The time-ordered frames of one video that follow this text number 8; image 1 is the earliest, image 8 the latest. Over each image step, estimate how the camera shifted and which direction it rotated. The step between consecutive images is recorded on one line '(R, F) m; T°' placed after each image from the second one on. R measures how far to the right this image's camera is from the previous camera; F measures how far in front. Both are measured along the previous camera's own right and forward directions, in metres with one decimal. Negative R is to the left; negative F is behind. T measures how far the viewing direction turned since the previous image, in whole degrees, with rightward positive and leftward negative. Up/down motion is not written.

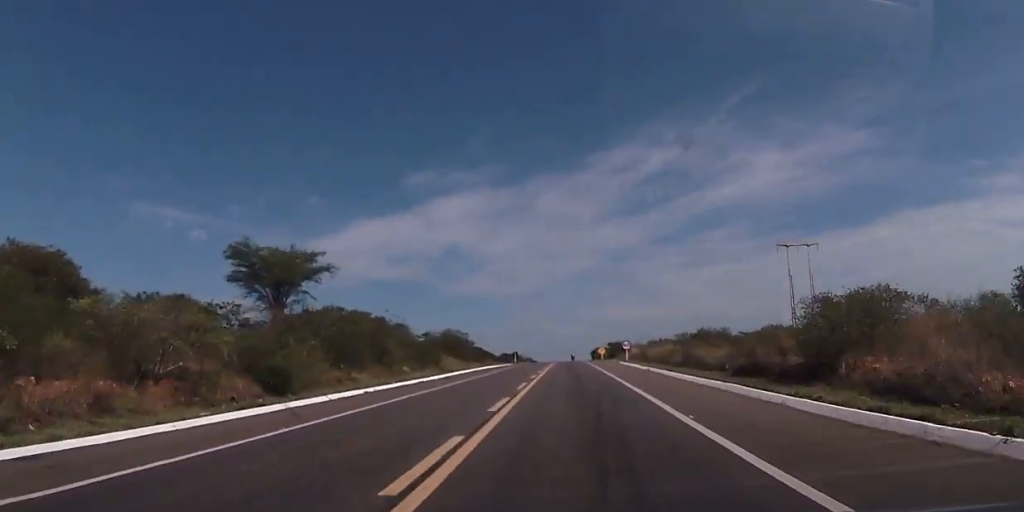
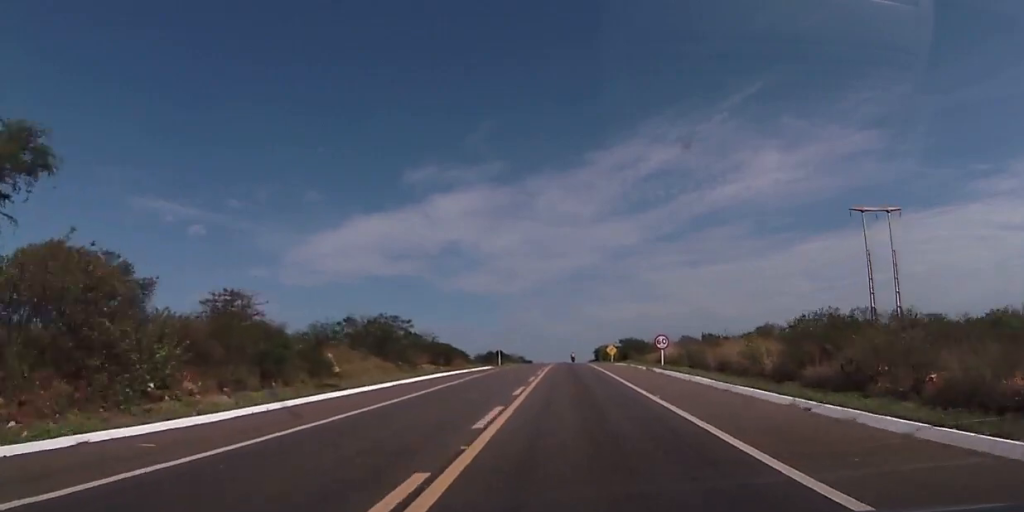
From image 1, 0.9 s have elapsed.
(-0.2, +27.9) m; +1°
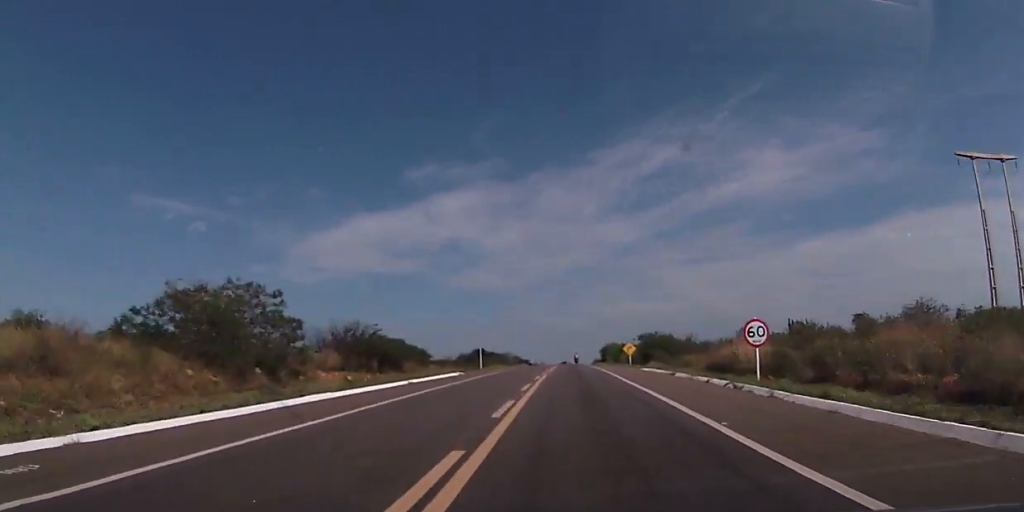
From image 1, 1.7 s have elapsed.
(+0.4, +23.3) m; 0°
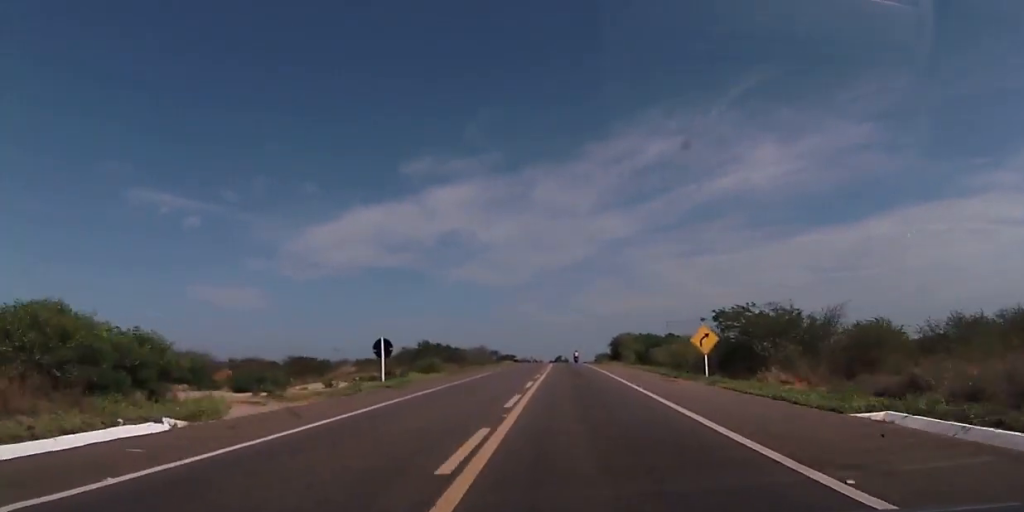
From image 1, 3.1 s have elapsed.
(-0.3, +38.7) m; 0°
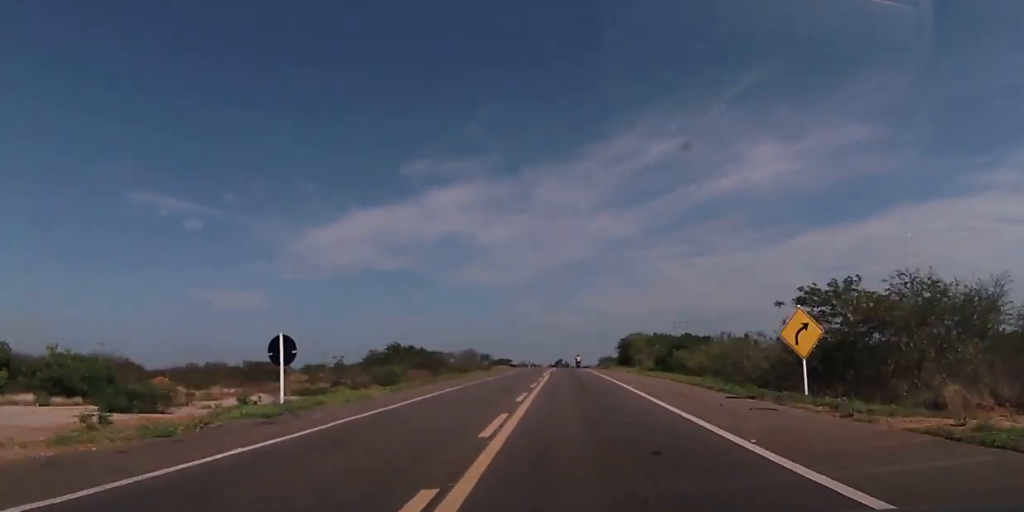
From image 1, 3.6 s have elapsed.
(0.0, +12.9) m; 0°
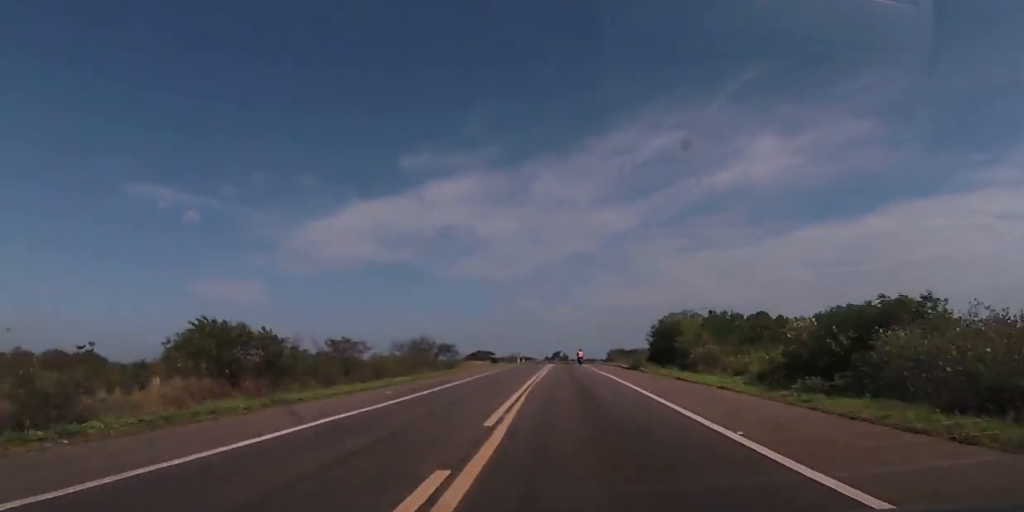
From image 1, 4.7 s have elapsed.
(+0.4, +31.9) m; -1°
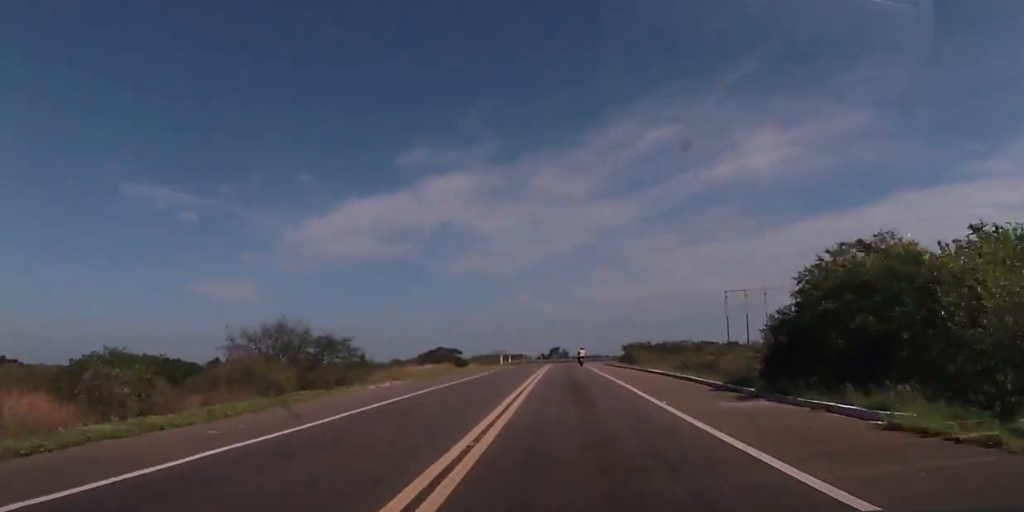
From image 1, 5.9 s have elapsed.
(-0.9, +32.7) m; 0°
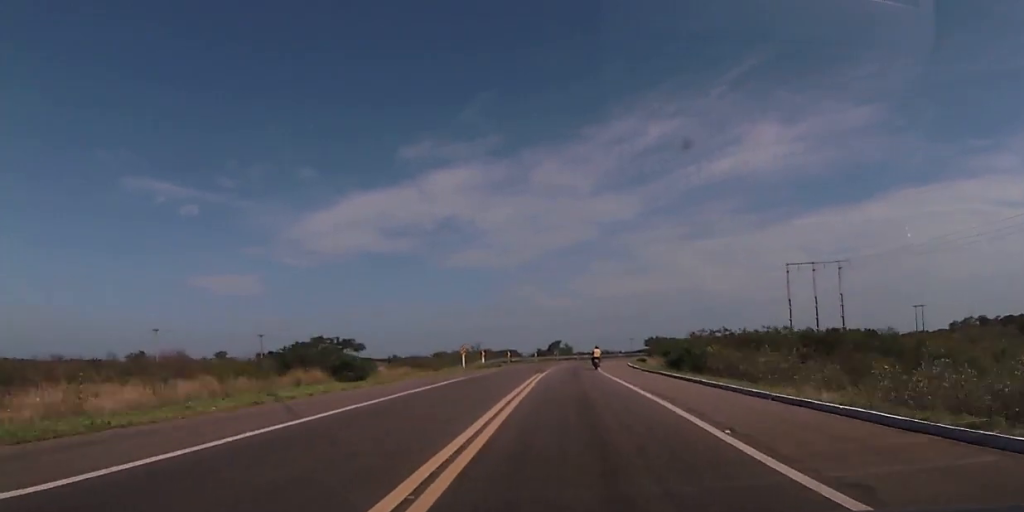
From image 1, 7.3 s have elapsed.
(+0.9, +36.0) m; 0°
